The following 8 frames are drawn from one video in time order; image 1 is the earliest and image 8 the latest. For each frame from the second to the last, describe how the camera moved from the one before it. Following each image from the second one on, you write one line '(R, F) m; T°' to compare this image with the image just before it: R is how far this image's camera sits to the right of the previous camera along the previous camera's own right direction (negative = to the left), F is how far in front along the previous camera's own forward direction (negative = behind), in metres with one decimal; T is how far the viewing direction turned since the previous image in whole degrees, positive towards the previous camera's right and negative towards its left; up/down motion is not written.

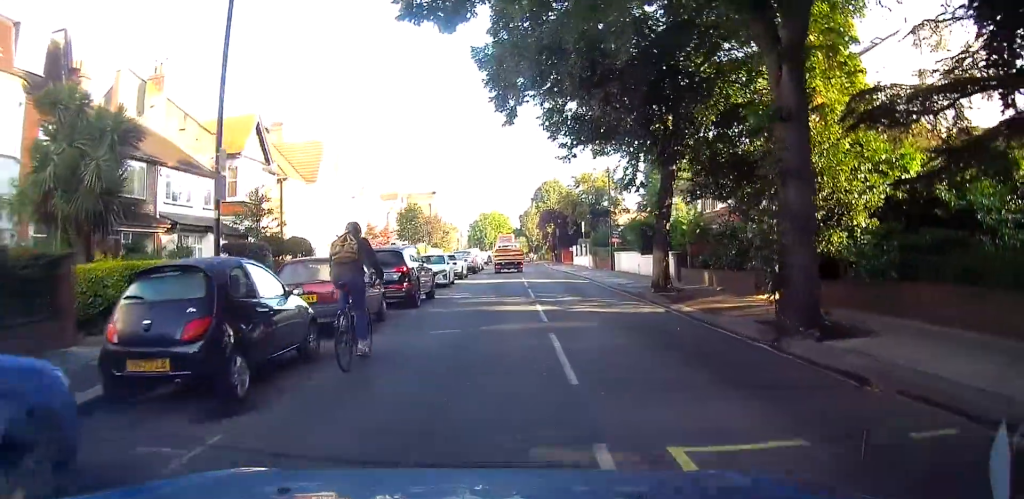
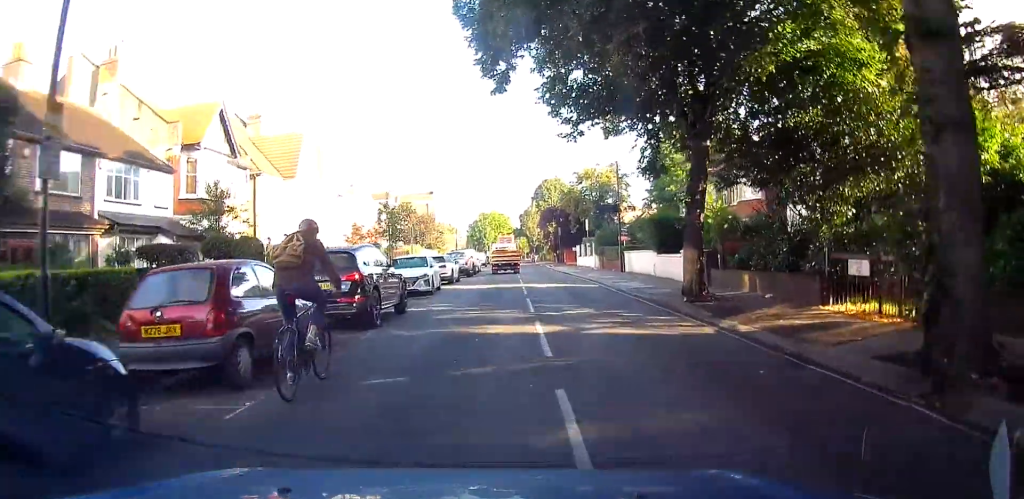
(0.0, +4.0) m; 0°
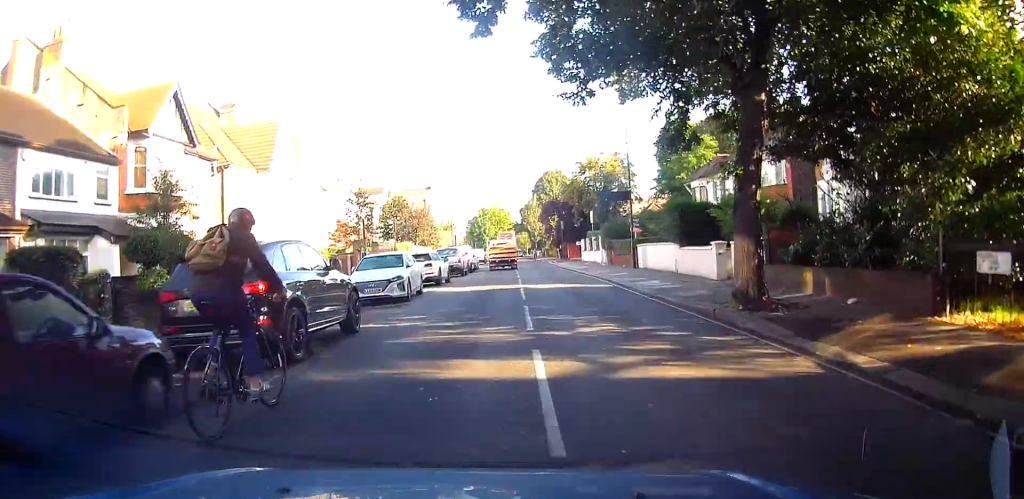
(-0.1, +3.9) m; 0°
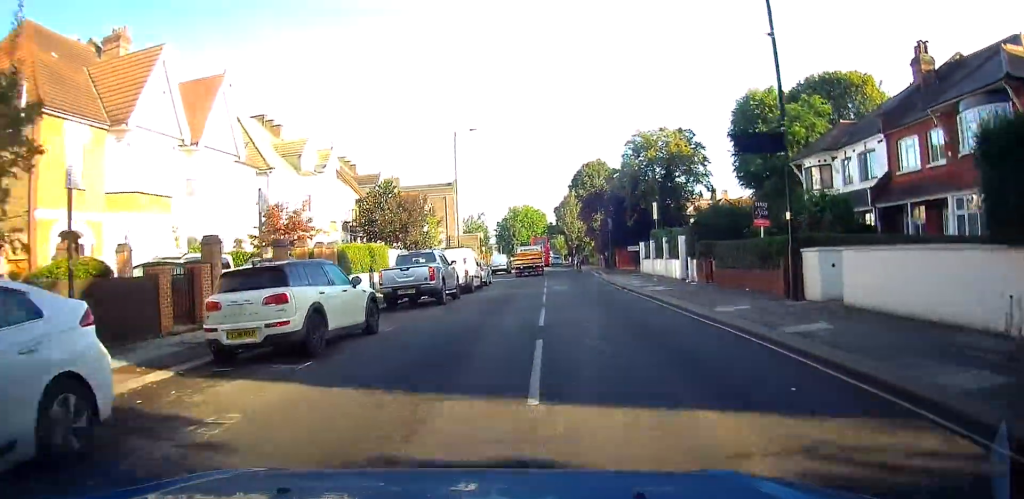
(-0.2, +16.0) m; -3°
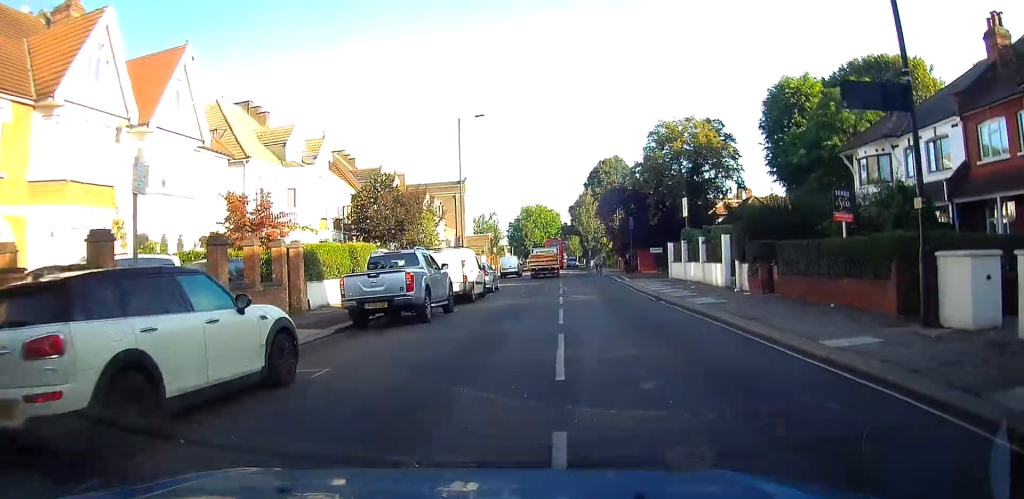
(-0.2, +4.7) m; -1°
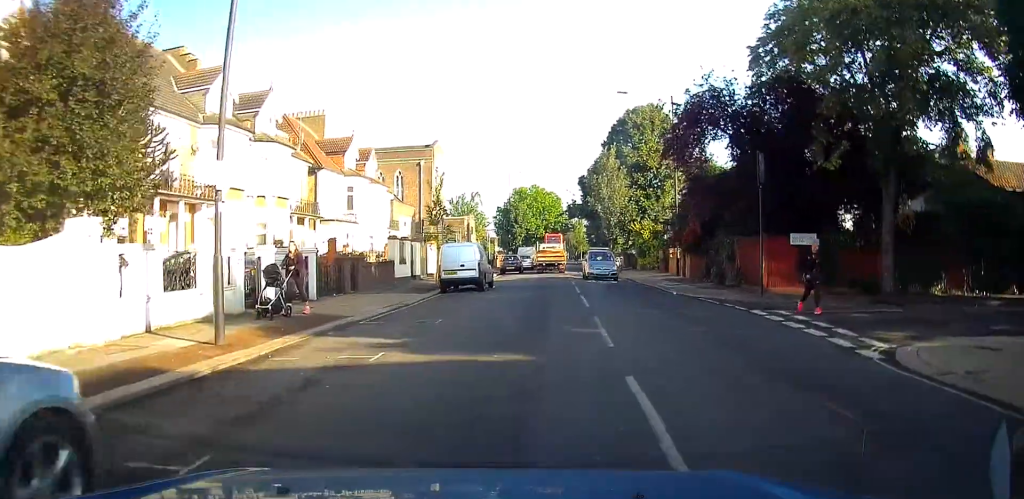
(-0.7, +28.0) m; -1°
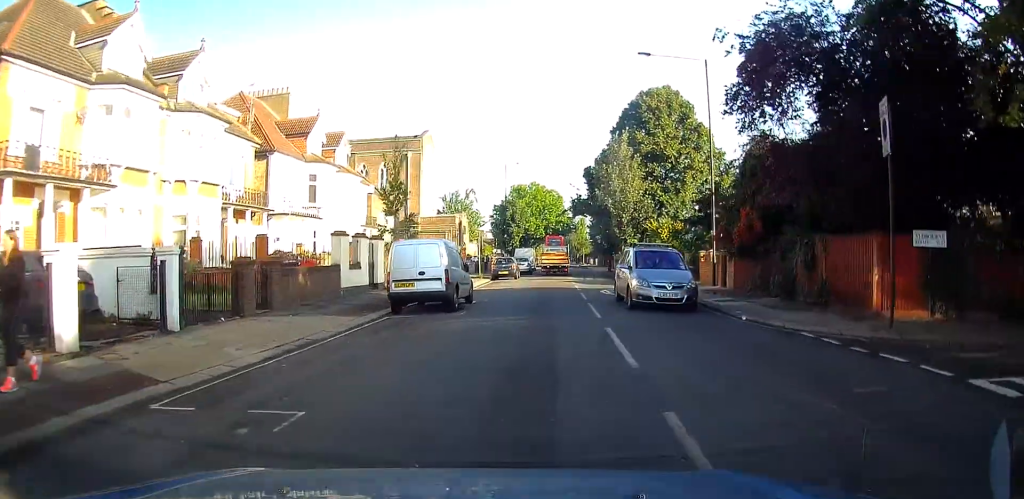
(+0.1, +7.3) m; +1°
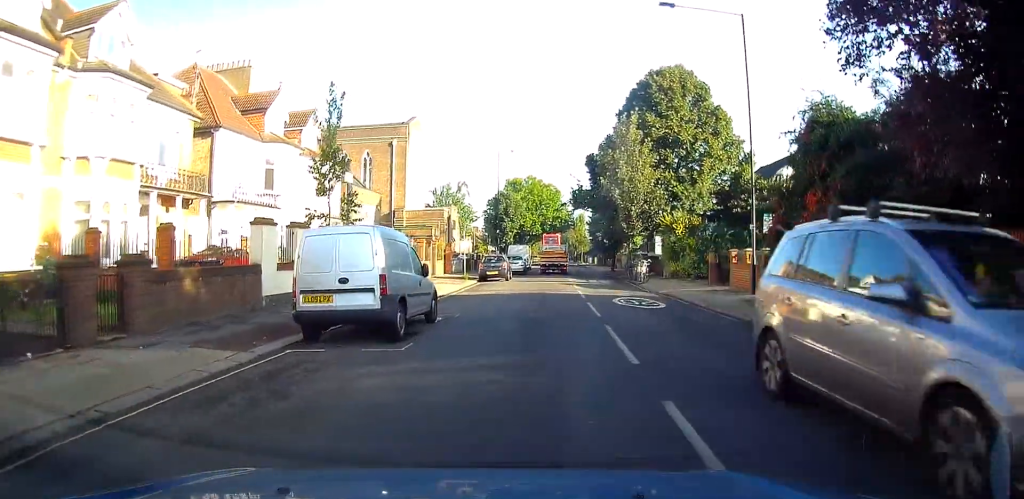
(0.0, +5.6) m; +1°
